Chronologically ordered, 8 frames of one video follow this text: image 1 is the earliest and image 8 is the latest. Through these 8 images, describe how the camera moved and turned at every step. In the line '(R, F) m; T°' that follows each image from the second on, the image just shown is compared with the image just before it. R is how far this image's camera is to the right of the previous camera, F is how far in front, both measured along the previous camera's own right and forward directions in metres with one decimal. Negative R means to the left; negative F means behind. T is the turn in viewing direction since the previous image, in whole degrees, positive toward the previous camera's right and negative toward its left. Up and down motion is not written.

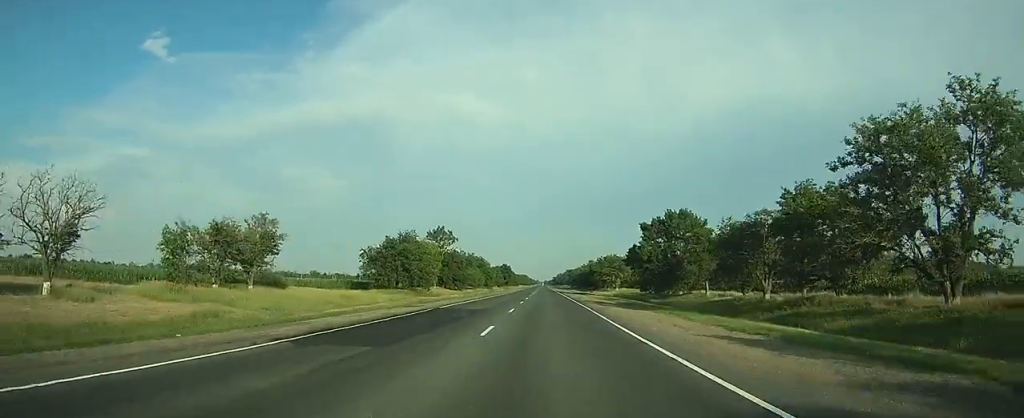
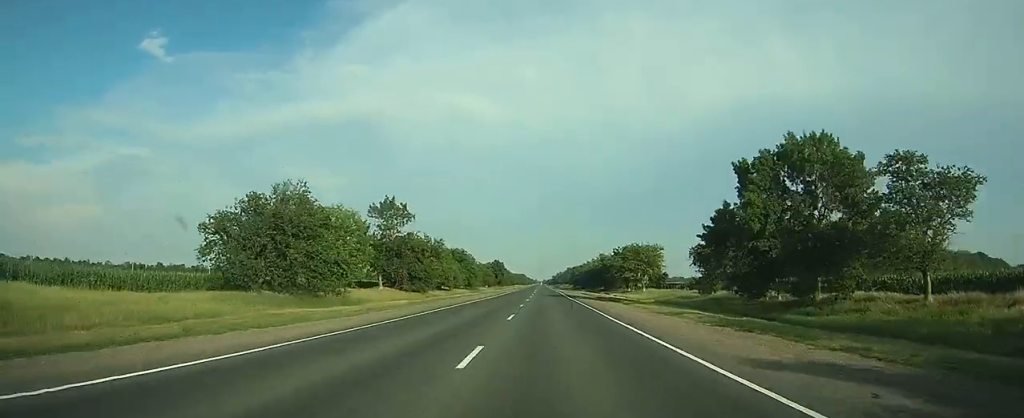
(-0.1, +41.4) m; 0°
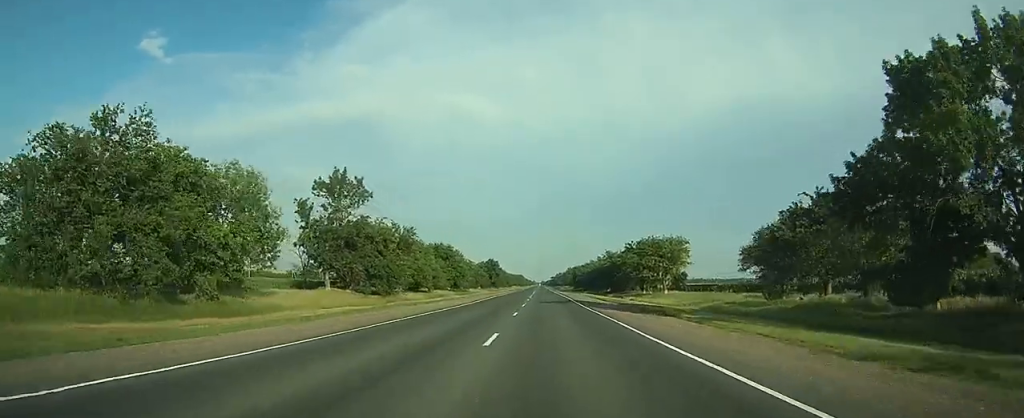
(0.0, +20.6) m; 0°
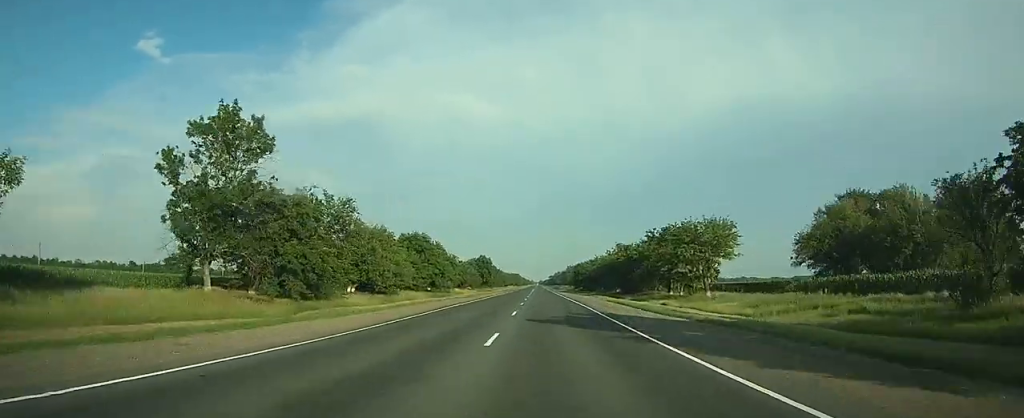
(0.0, +23.7) m; 0°
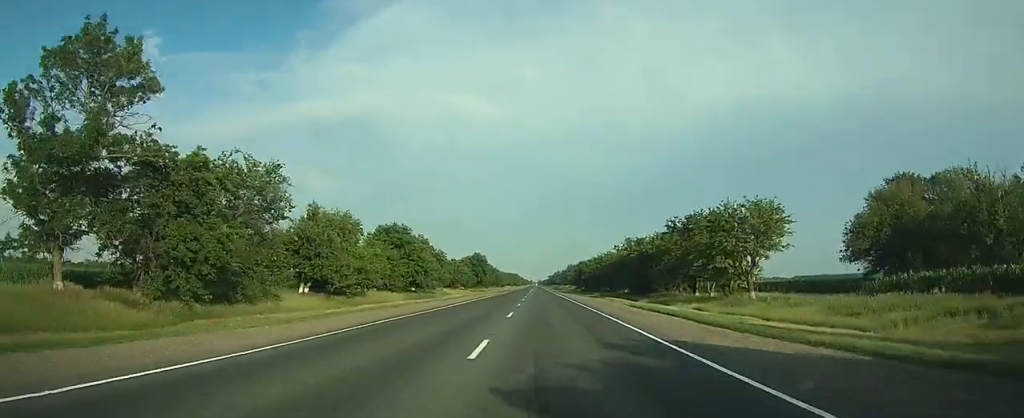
(0.0, +14.4) m; 0°
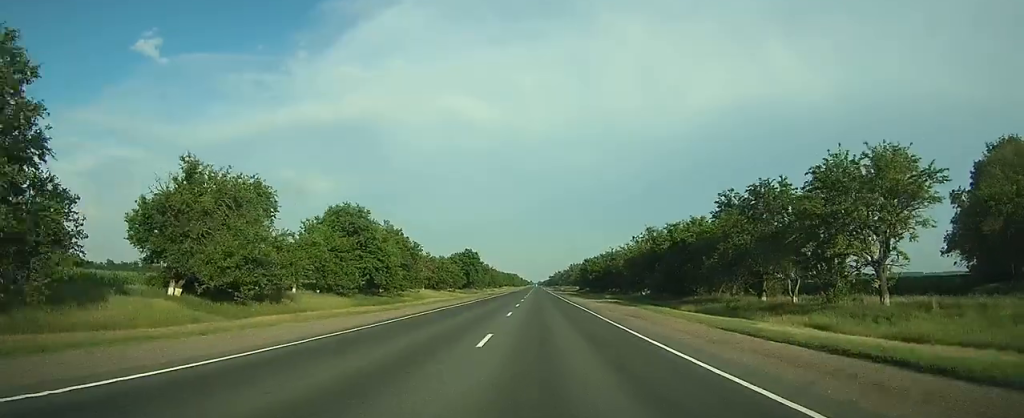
(0.0, +21.6) m; 0°
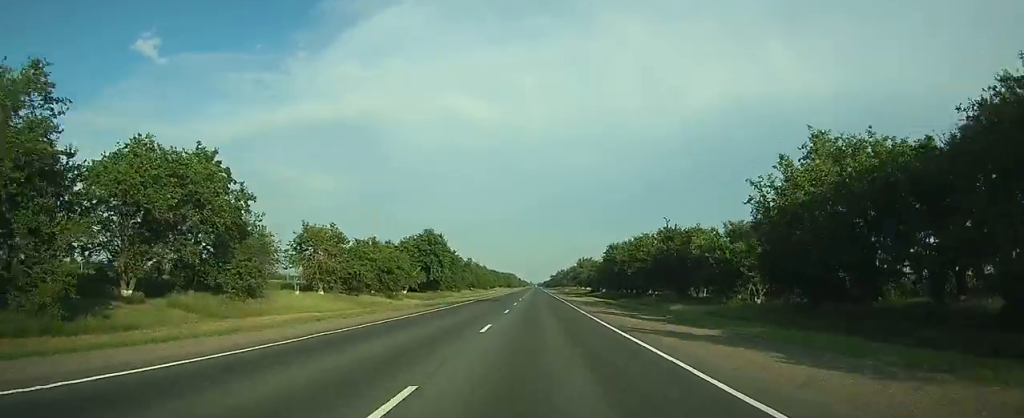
(+0.1, +55.4) m; 0°
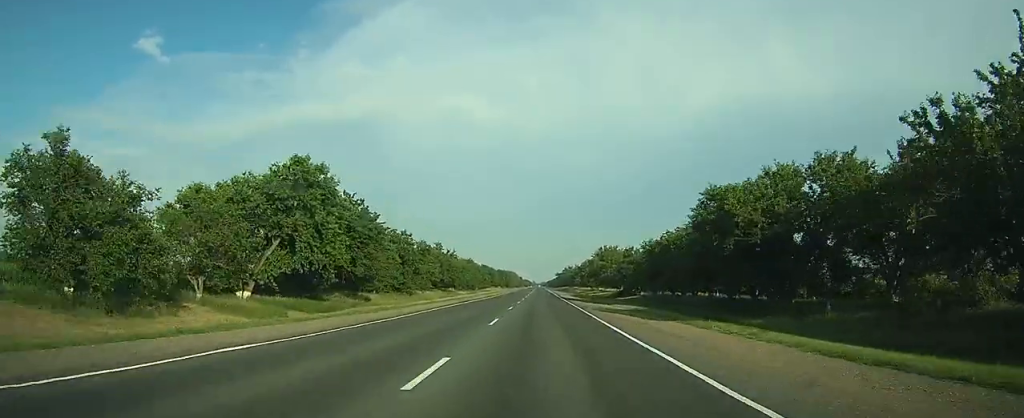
(0.0, +56.4) m; 0°
